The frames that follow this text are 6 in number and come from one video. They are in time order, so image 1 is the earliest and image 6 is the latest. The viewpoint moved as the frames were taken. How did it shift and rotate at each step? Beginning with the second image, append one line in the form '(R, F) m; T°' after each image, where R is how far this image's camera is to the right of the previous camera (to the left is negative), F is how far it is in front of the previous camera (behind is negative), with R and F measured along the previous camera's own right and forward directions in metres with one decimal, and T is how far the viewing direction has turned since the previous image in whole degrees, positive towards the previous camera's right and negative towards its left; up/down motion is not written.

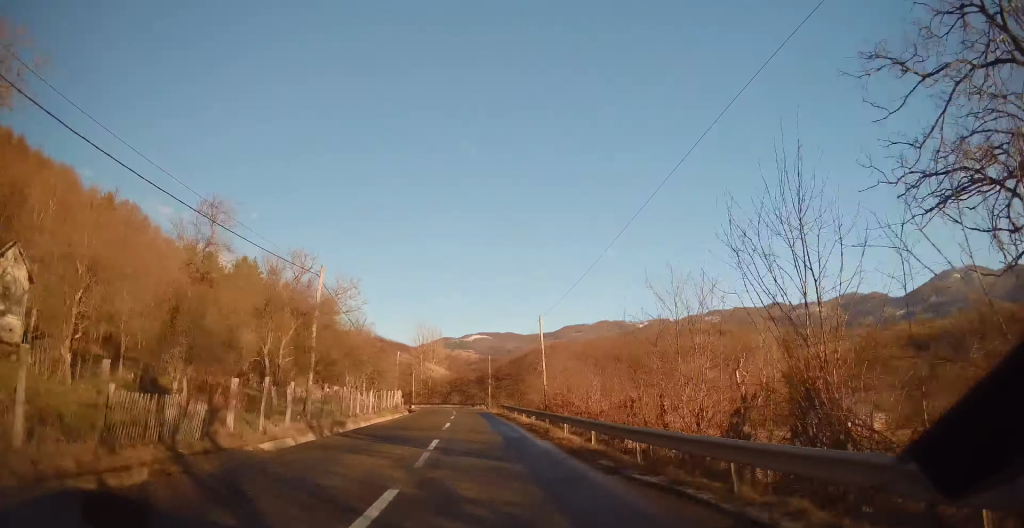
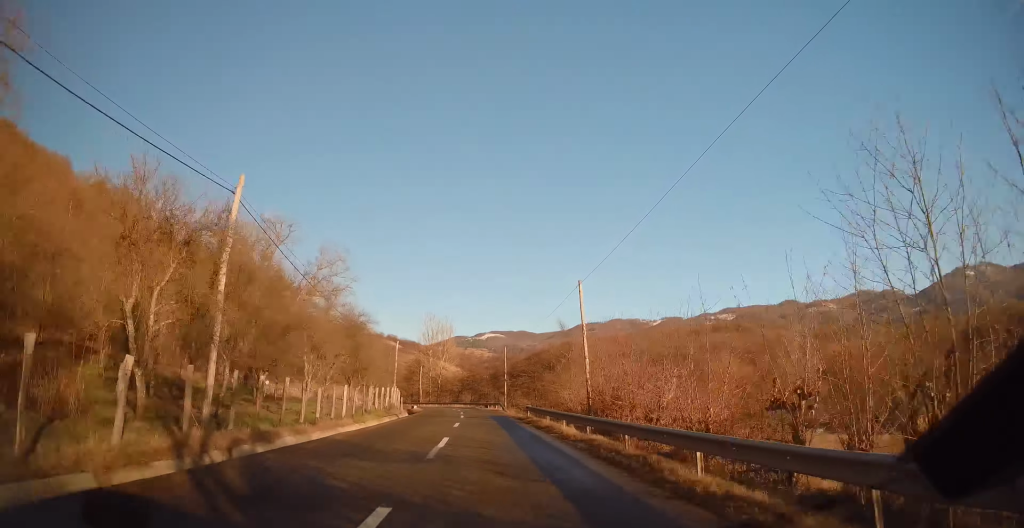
(0.0, +10.6) m; 0°
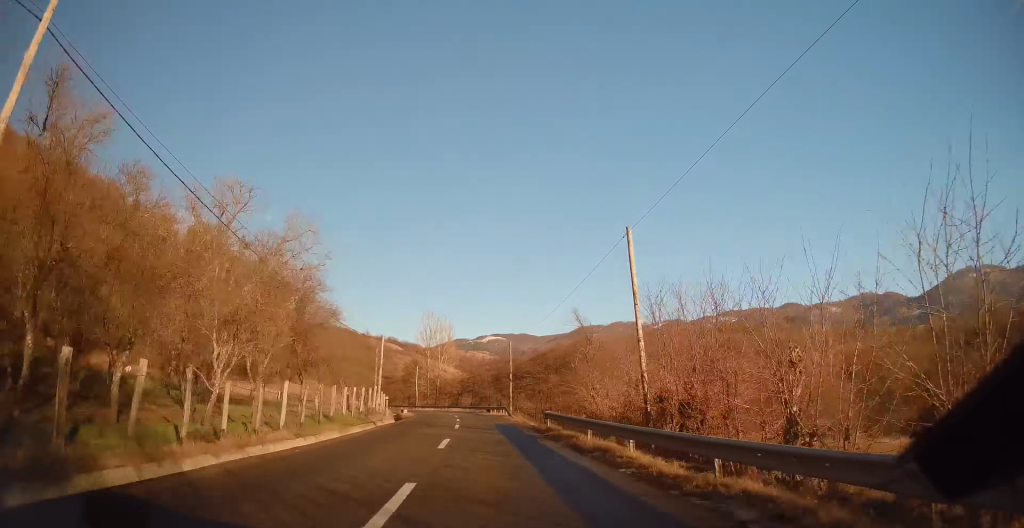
(0.0, +8.8) m; -2°
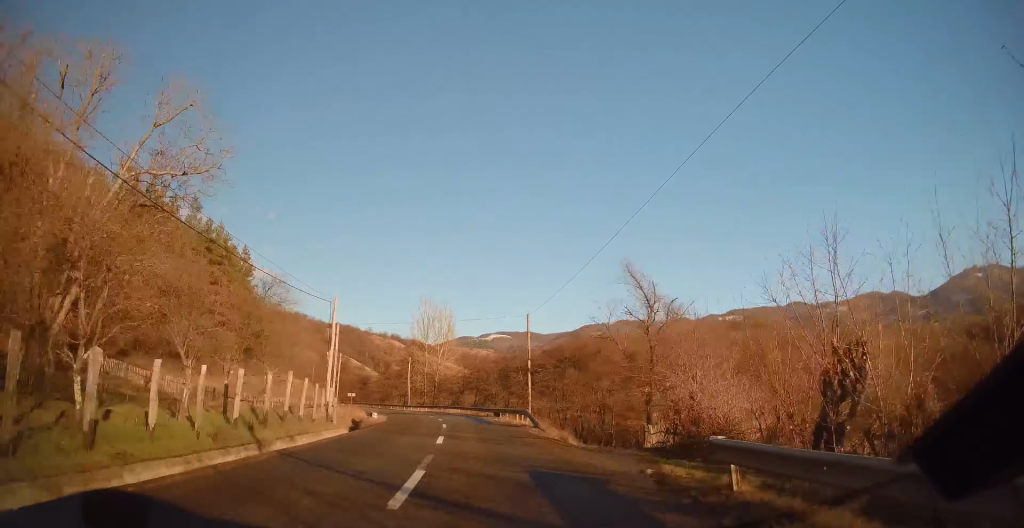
(-0.5, +16.7) m; -3°
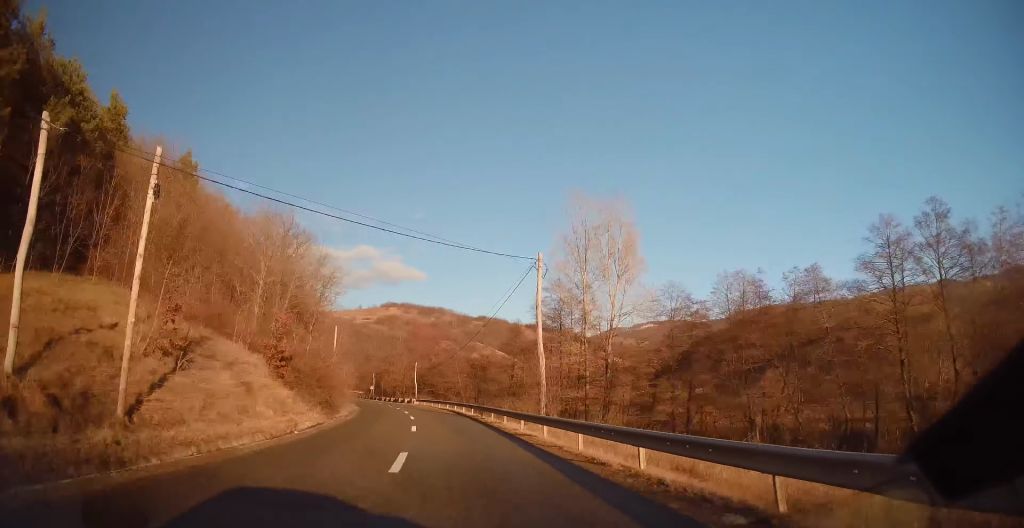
(-7.2, +60.4) m; -17°
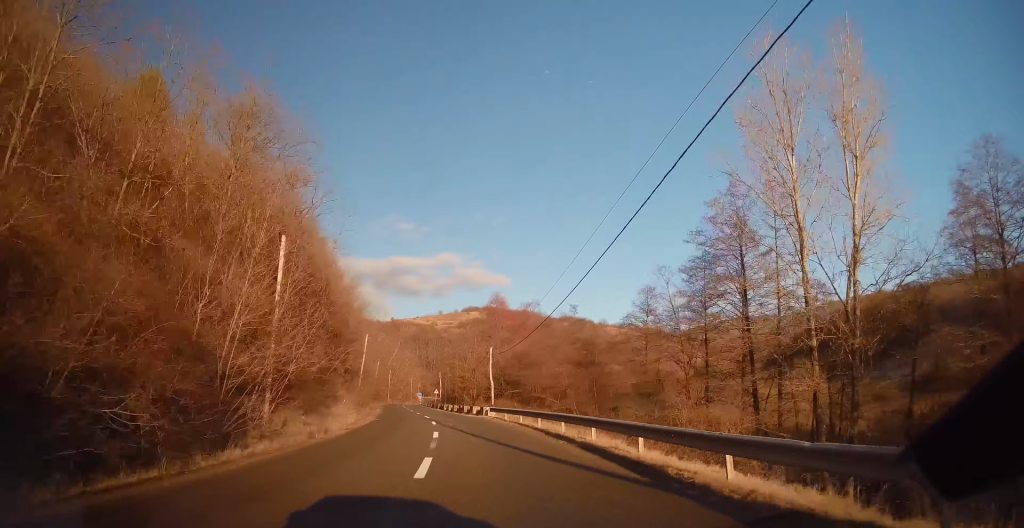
(-2.6, +29.6) m; -8°
